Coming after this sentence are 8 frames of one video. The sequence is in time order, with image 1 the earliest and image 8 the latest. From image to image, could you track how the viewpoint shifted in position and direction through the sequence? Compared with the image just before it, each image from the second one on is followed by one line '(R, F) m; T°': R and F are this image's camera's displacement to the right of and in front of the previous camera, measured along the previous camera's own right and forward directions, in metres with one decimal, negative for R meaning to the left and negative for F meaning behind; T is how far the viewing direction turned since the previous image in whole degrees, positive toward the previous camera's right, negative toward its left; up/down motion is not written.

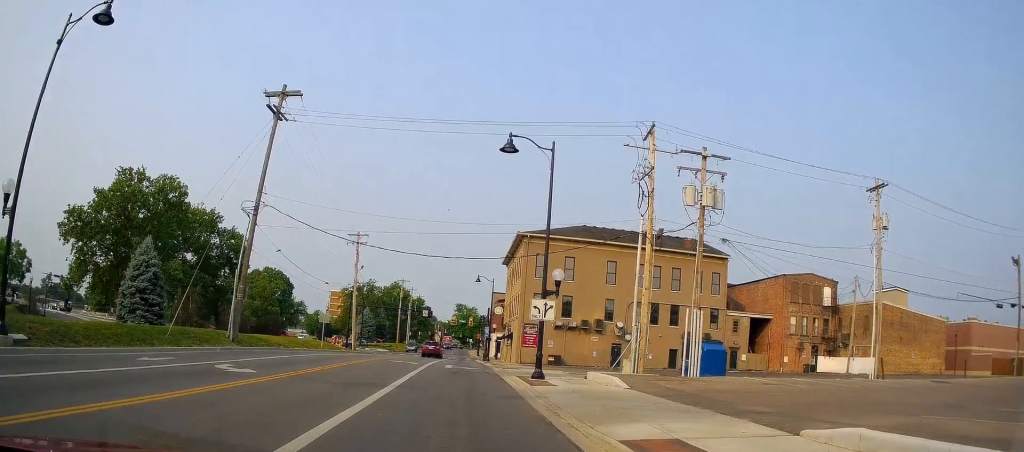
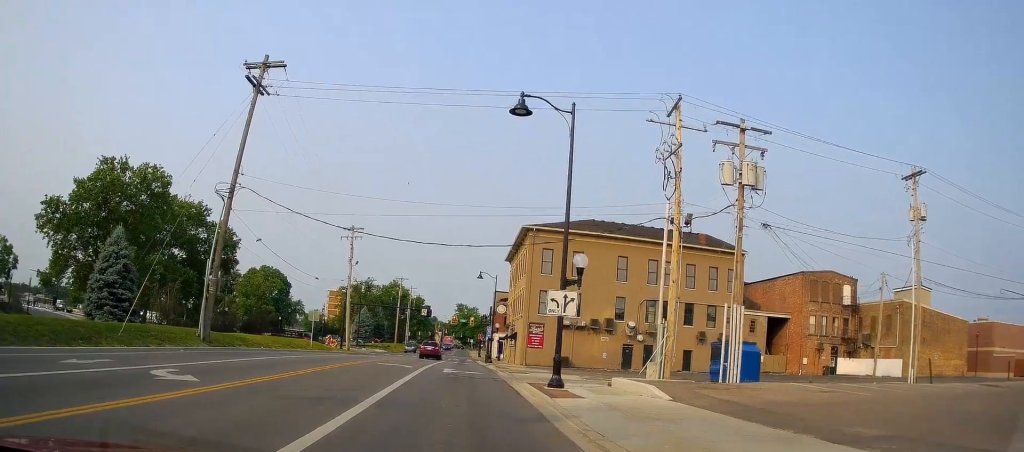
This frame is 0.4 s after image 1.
(-0.1, +4.0) m; 0°
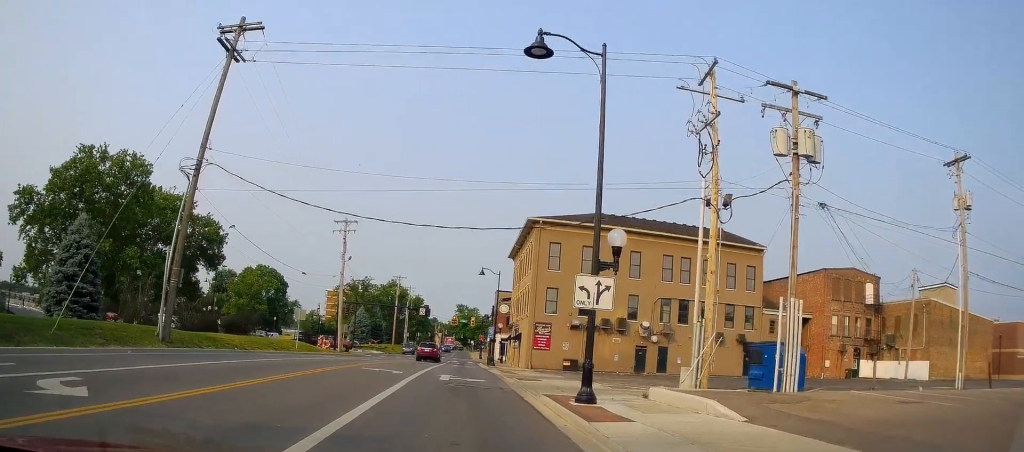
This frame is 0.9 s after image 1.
(+0.3, +4.3) m; +1°
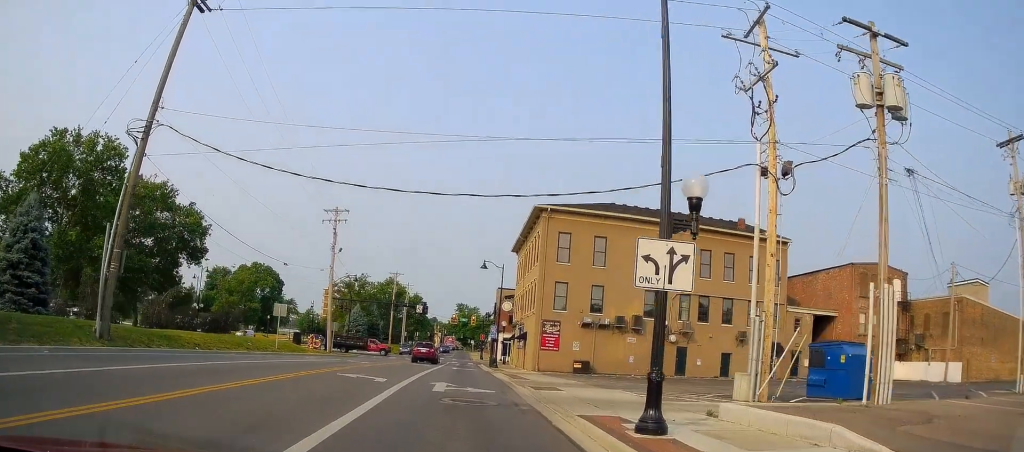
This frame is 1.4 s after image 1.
(+0.1, +4.9) m; +1°
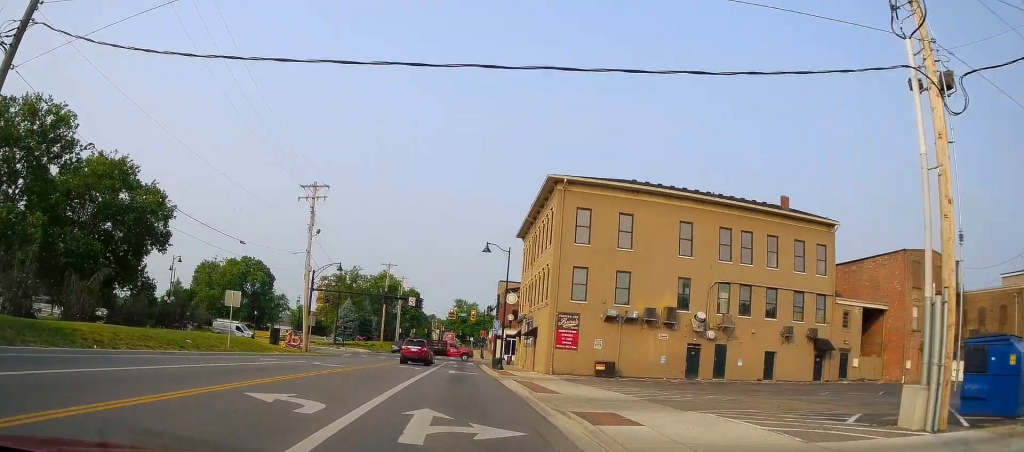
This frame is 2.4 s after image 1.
(-0.2, +8.3) m; 0°
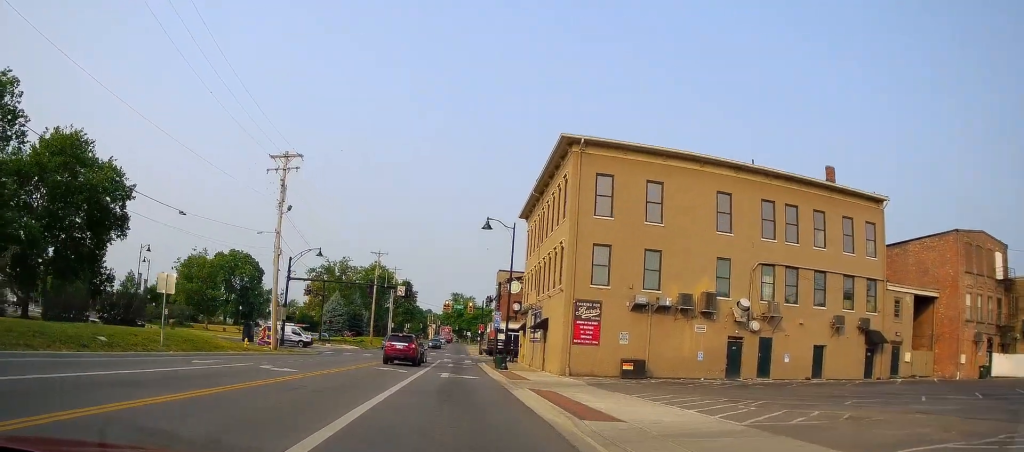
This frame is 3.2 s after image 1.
(+0.2, +7.3) m; +2°
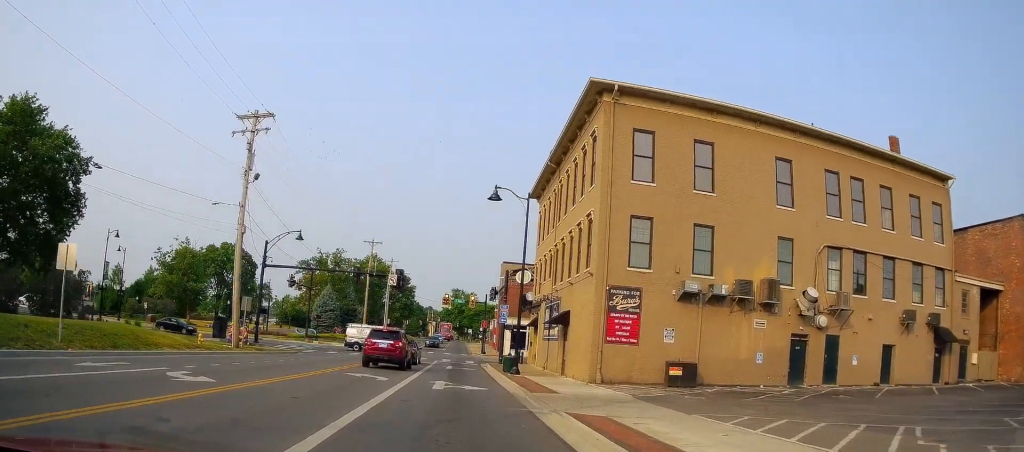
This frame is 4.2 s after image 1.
(+0.1, +7.1) m; -2°
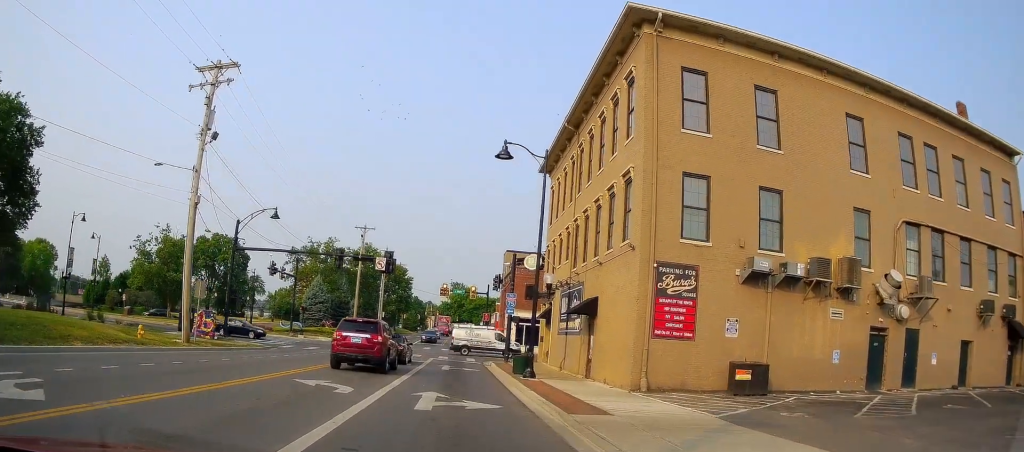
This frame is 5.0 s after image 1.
(-0.2, +6.2) m; 0°
